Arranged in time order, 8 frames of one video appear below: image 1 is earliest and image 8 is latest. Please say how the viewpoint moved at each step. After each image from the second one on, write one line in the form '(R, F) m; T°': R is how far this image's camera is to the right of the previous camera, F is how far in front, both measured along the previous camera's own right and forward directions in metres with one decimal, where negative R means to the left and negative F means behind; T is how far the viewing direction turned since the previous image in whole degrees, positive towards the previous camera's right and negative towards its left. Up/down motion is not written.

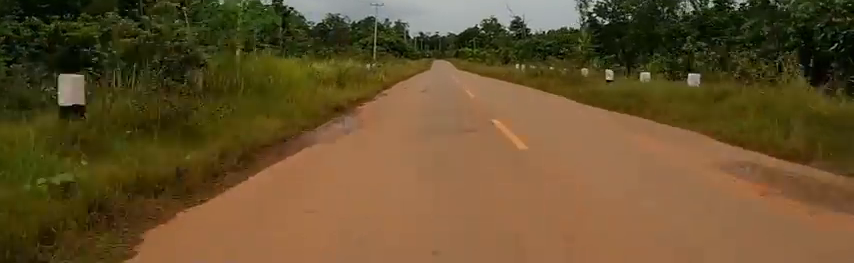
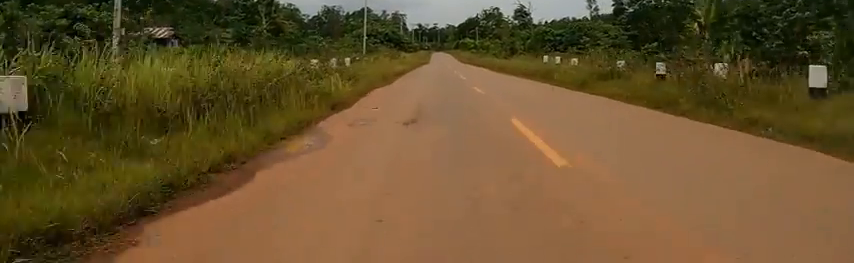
(0.0, +11.6) m; 0°
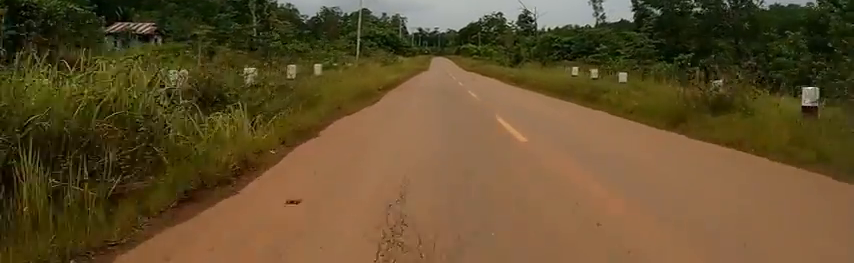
(0.0, +6.9) m; 0°
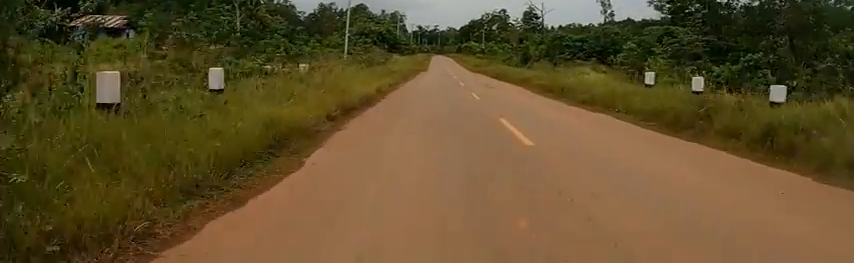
(0.0, +9.3) m; 0°
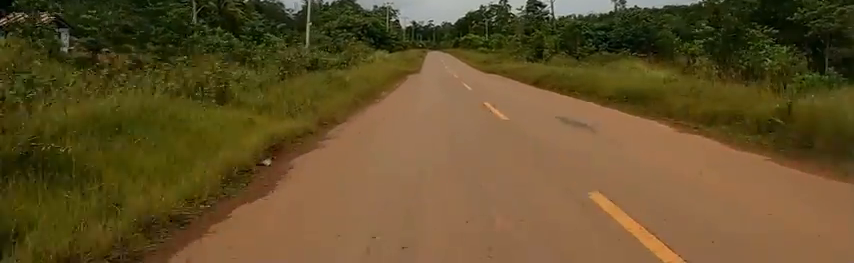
(0.0, +15.6) m; +1°
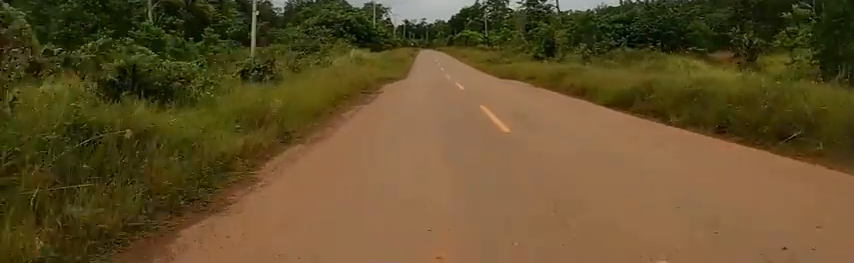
(-0.1, +11.0) m; +2°
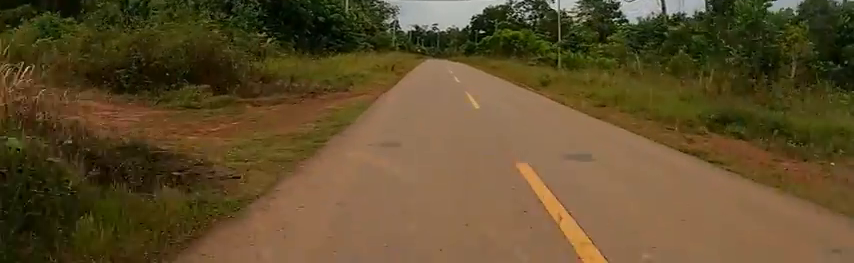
(-1.7, +37.7) m; -1°
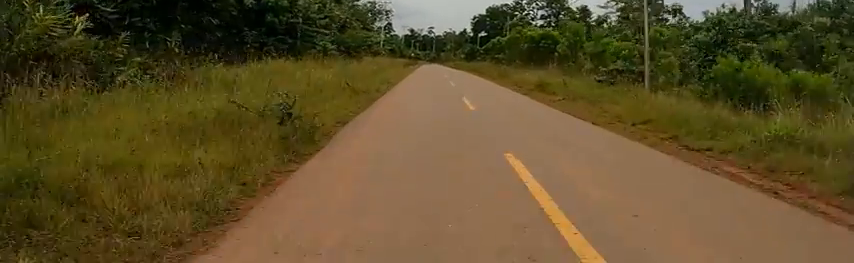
(+0.9, +14.8) m; -1°
